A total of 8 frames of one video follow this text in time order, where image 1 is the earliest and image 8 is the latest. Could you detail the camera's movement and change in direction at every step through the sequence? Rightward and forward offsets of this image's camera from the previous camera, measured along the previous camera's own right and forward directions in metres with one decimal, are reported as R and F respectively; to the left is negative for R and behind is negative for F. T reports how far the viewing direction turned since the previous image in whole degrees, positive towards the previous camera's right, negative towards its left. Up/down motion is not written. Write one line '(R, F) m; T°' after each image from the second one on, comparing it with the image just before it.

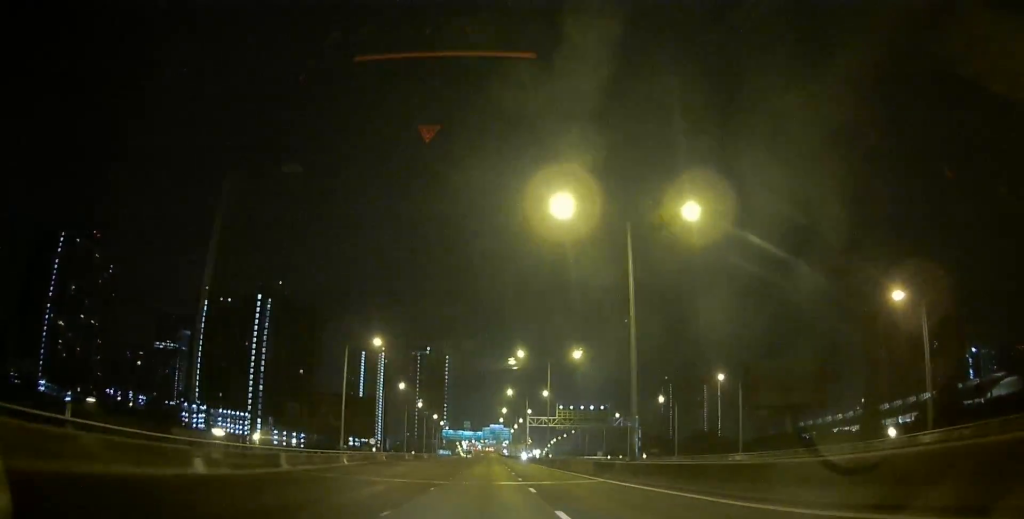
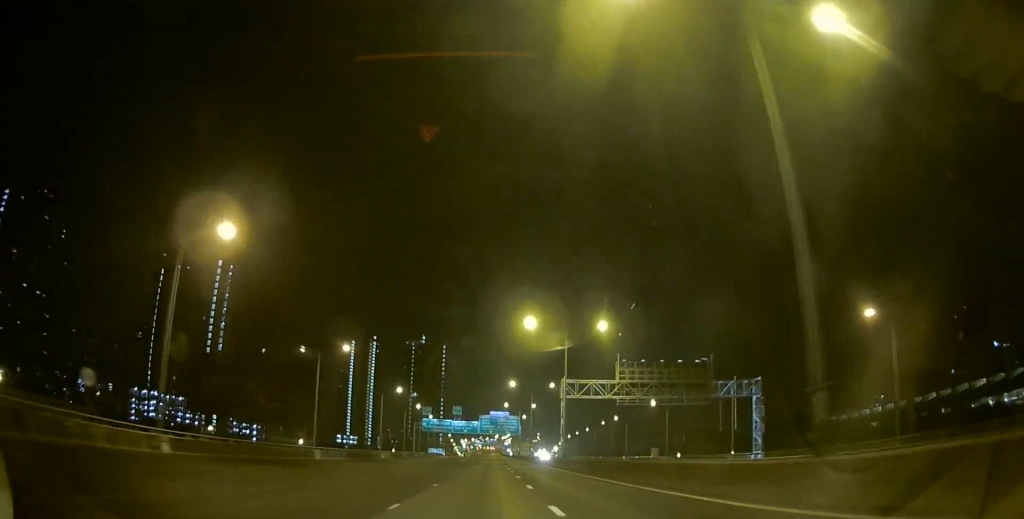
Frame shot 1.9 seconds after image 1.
(-0.2, +53.4) m; 0°
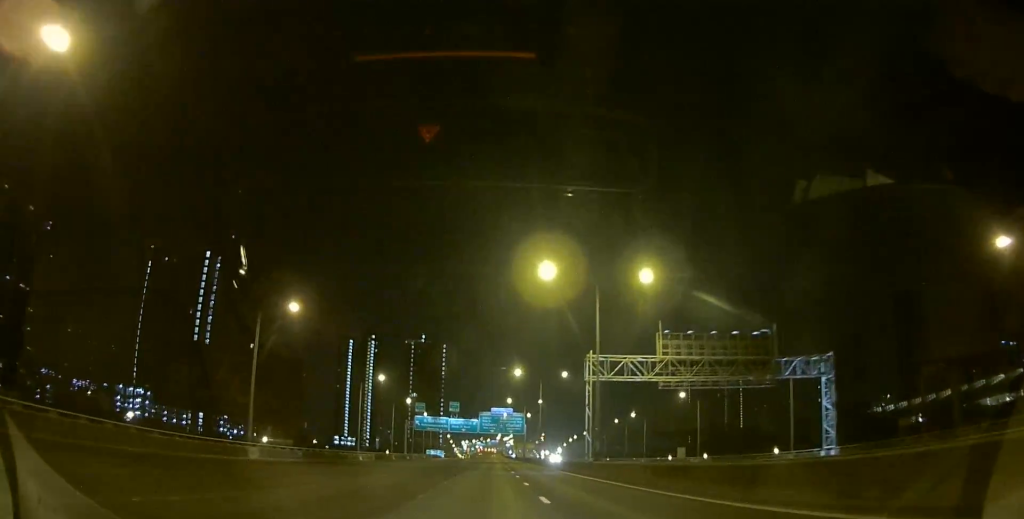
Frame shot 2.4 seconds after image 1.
(0.0, +14.3) m; 0°
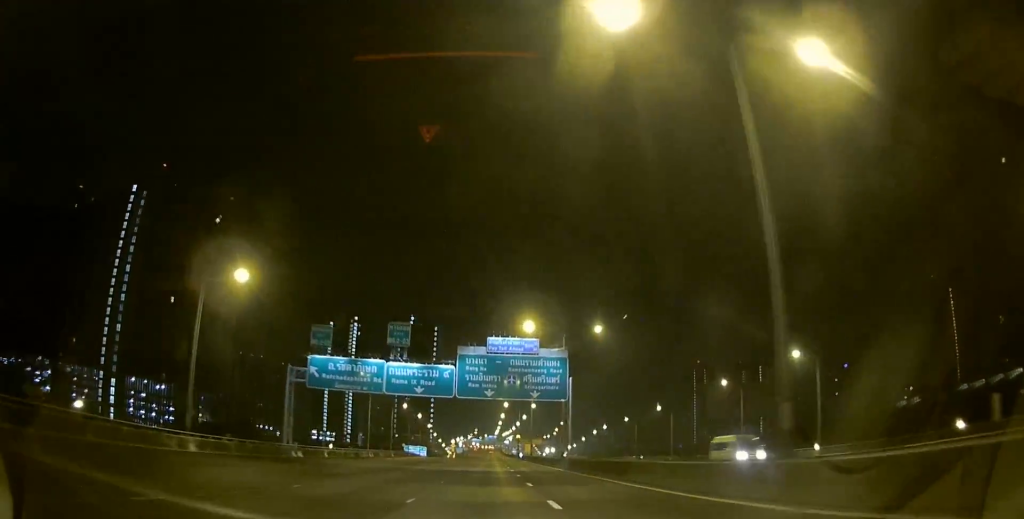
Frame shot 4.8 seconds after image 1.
(+0.1, +64.9) m; 0°
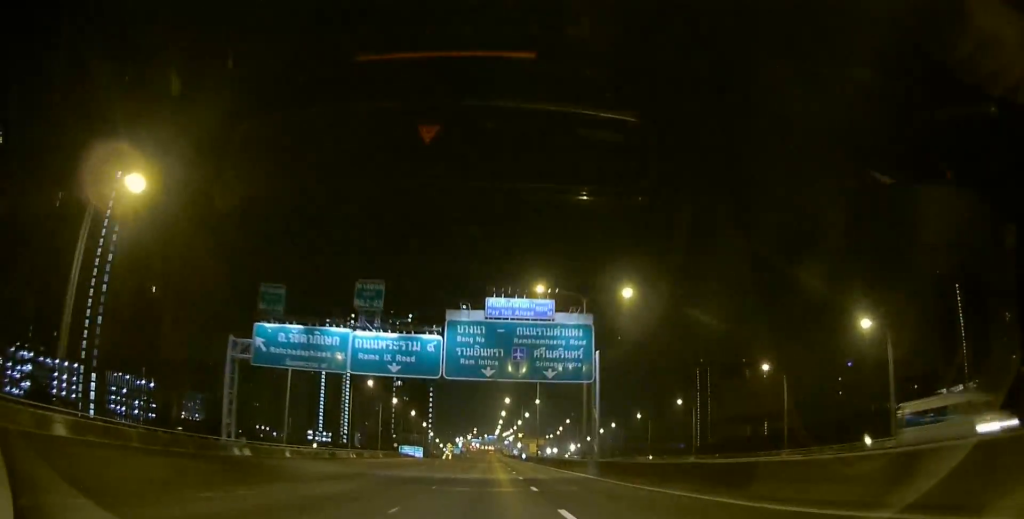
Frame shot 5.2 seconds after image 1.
(+0.1, +11.5) m; 0°
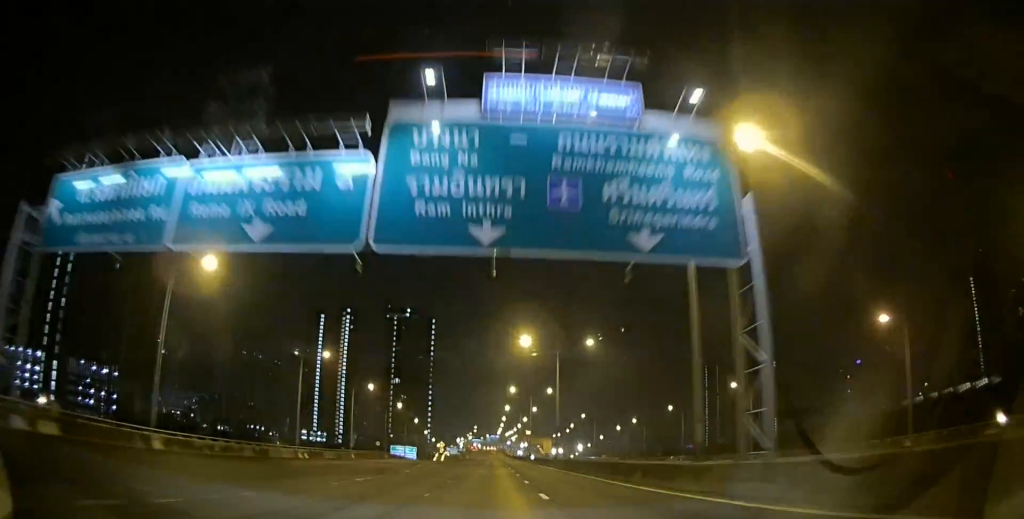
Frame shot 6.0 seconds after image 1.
(-0.1, +20.7) m; 0°
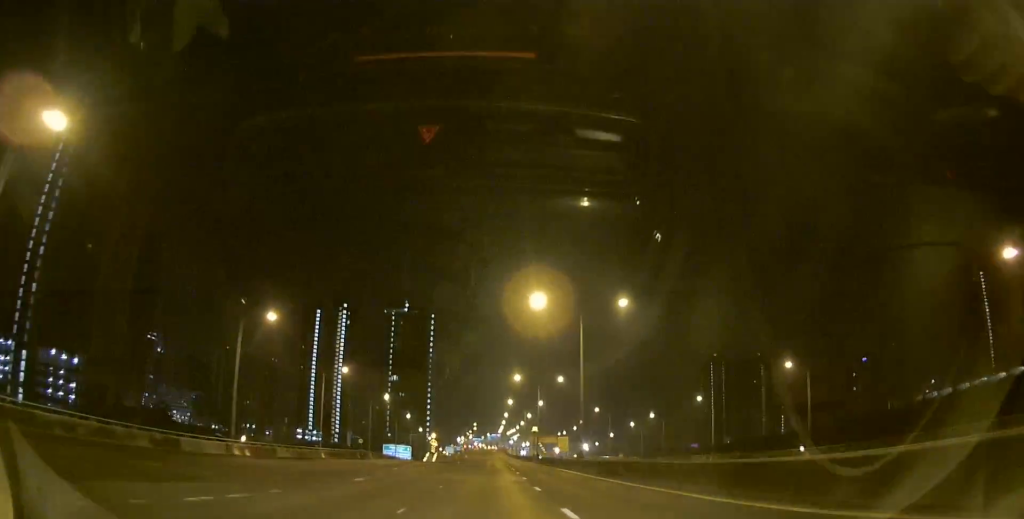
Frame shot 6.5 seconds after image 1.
(0.0, +14.8) m; 0°
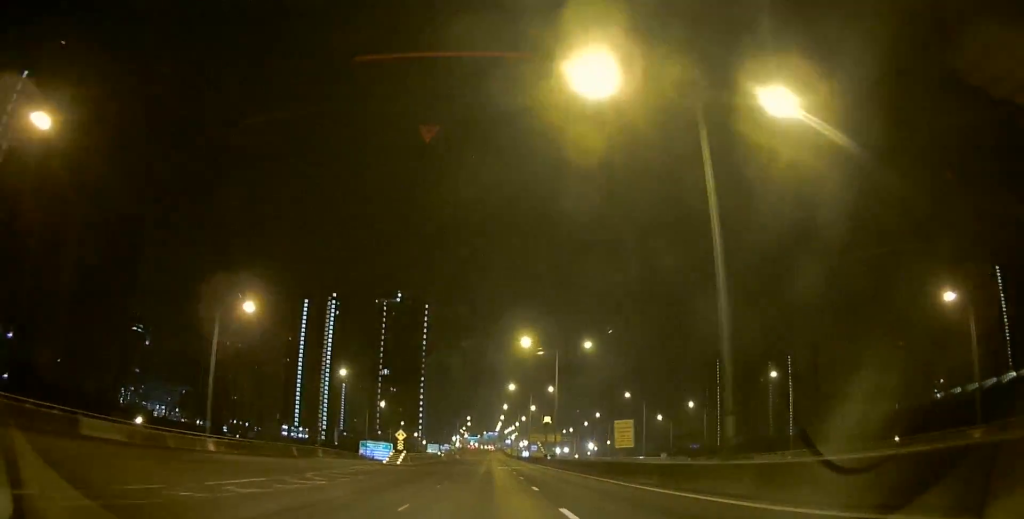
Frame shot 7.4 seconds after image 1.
(+0.1, +26.0) m; 0°
